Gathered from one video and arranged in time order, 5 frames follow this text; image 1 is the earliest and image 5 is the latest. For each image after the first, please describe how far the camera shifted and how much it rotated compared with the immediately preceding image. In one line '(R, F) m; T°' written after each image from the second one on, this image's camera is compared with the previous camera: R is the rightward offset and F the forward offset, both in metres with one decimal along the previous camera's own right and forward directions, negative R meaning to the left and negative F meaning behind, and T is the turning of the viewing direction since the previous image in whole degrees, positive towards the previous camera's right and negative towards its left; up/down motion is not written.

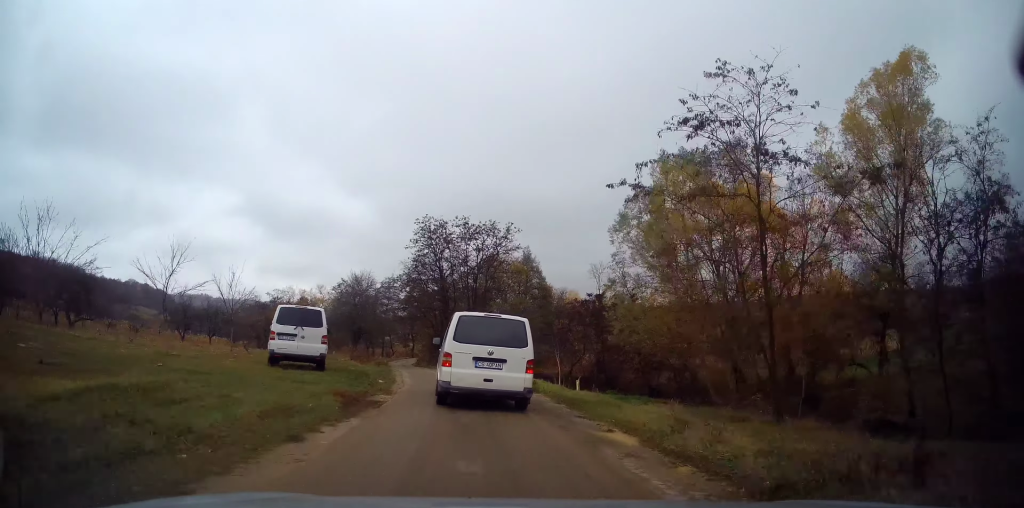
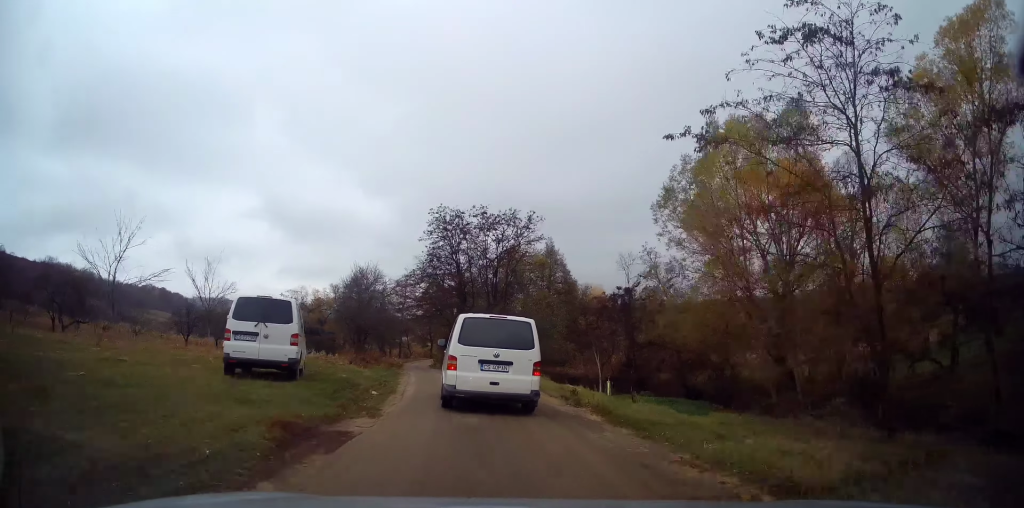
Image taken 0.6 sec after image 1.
(-0.2, +4.3) m; -2°
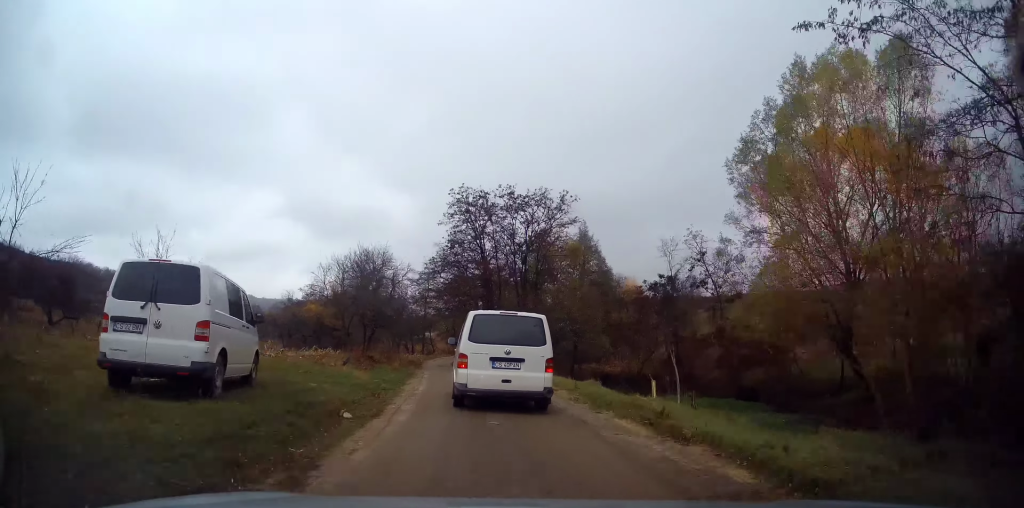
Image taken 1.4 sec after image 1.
(-0.1, +5.5) m; -1°
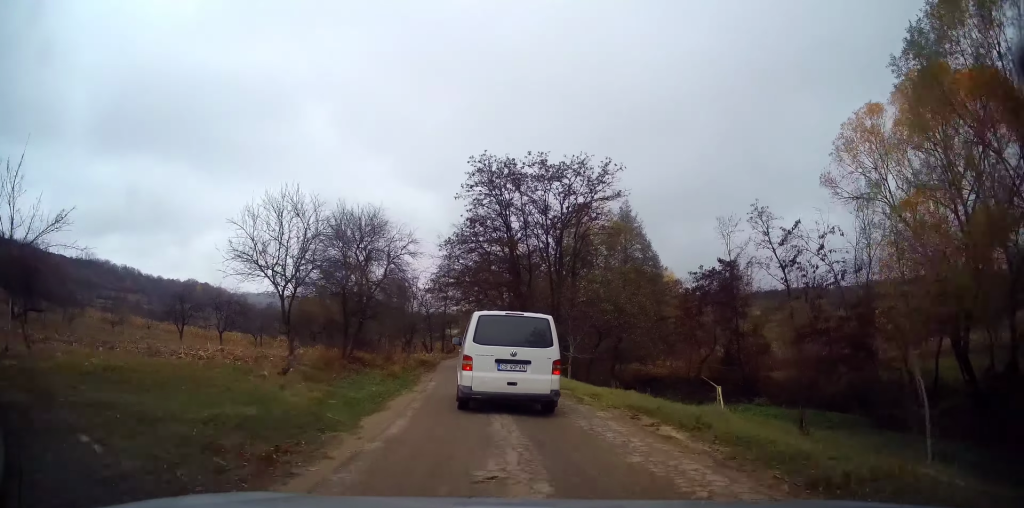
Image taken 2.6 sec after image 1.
(0.0, +8.1) m; 0°
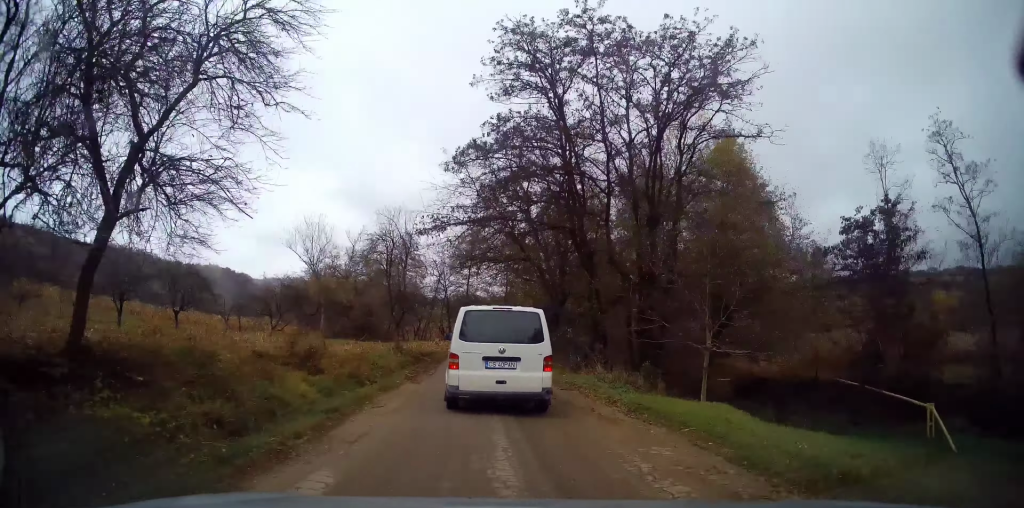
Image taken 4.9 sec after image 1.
(-0.7, +16.2) m; -6°
